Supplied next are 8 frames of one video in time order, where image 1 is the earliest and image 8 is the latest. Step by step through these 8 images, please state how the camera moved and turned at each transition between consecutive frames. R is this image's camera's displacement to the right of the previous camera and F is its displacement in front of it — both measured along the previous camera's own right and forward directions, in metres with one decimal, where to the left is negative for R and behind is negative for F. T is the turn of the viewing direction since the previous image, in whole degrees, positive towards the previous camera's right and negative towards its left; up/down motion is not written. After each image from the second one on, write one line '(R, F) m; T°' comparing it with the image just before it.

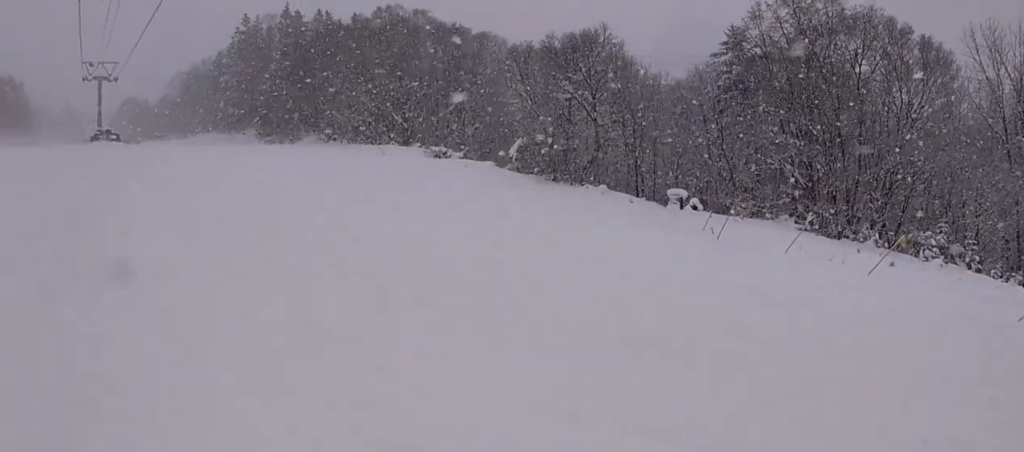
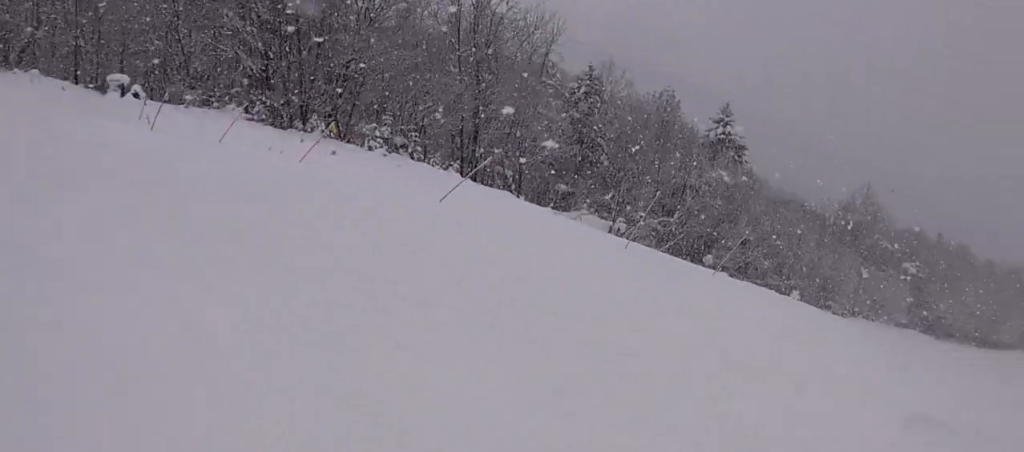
(0.0, +1.3) m; -14°
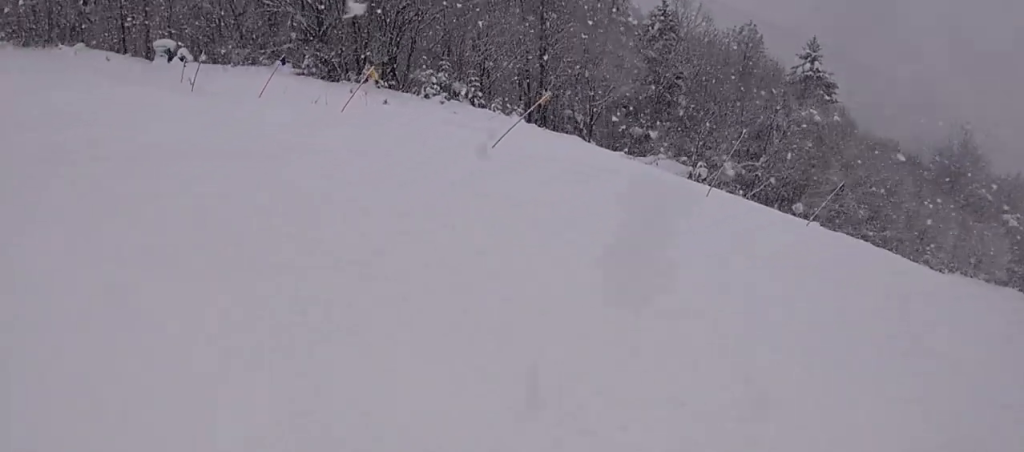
(-0.4, +1.5) m; 0°
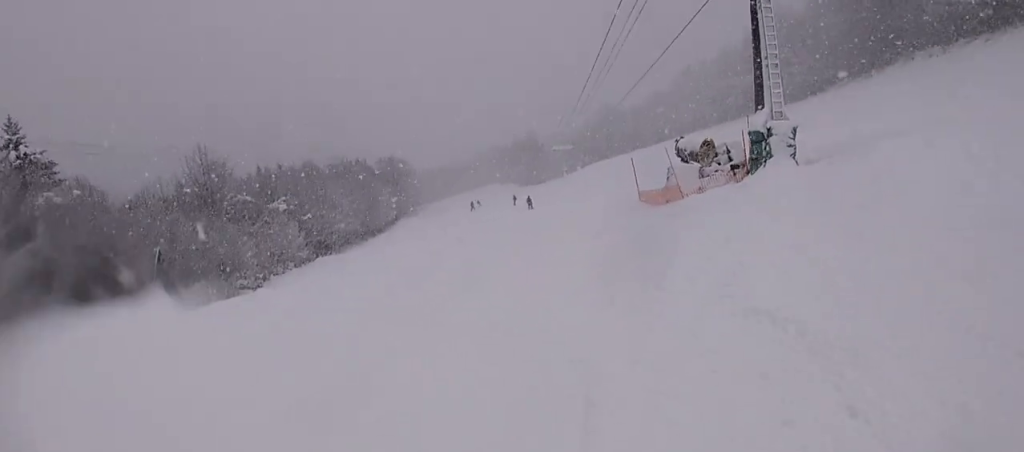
(+3.8, +6.3) m; +67°
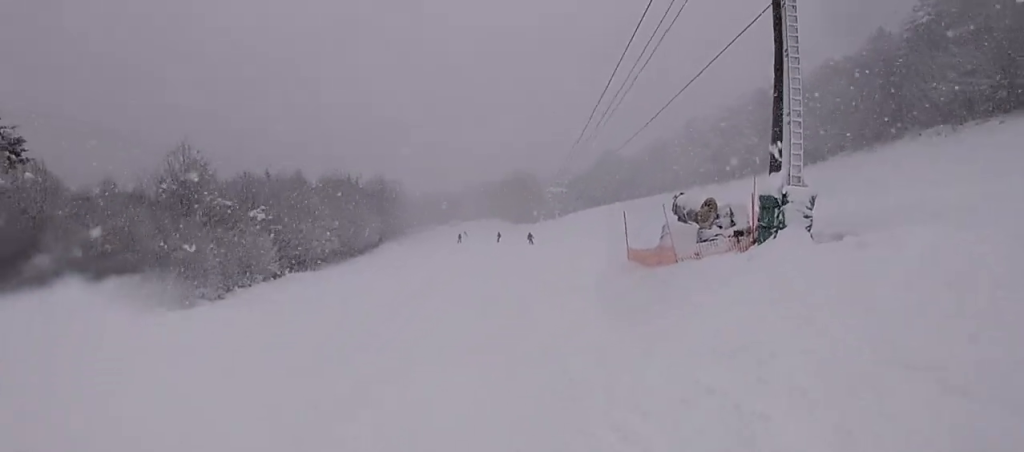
(+0.2, +2.7) m; +4°
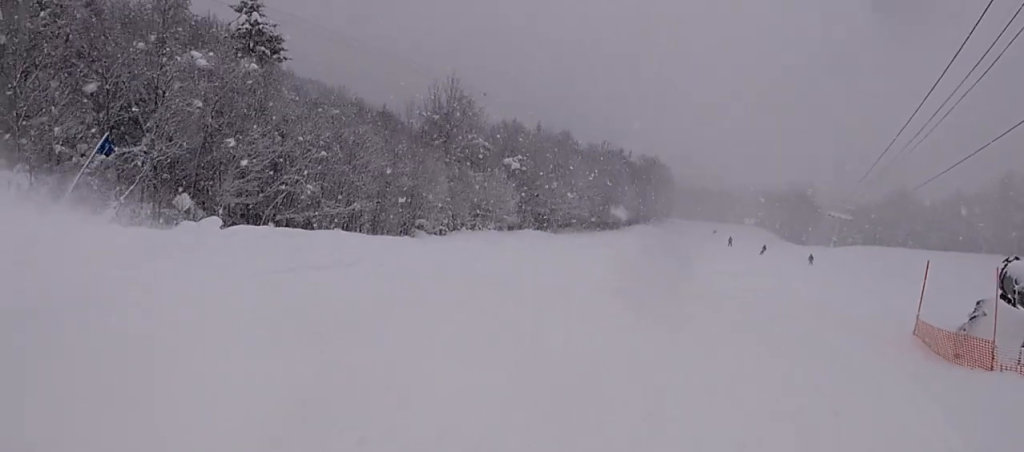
(+0.1, +5.1) m; +8°
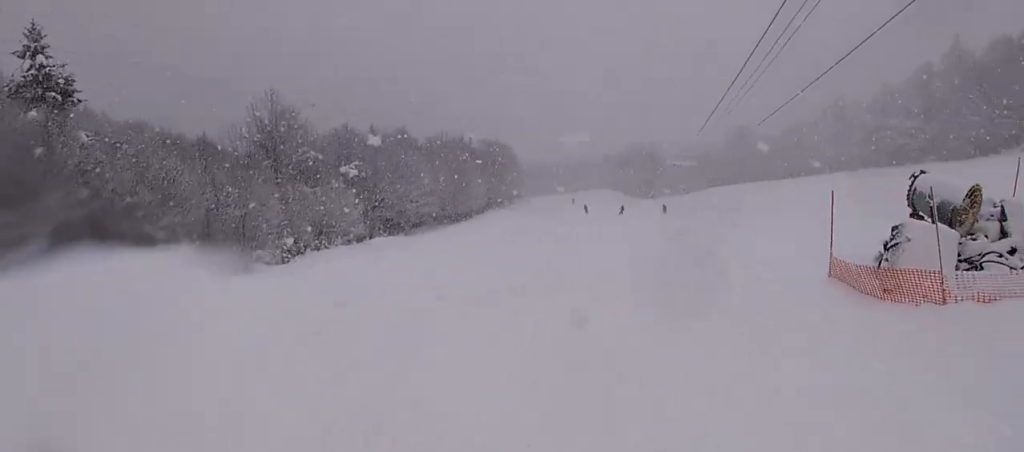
(-0.1, +2.2) m; +10°
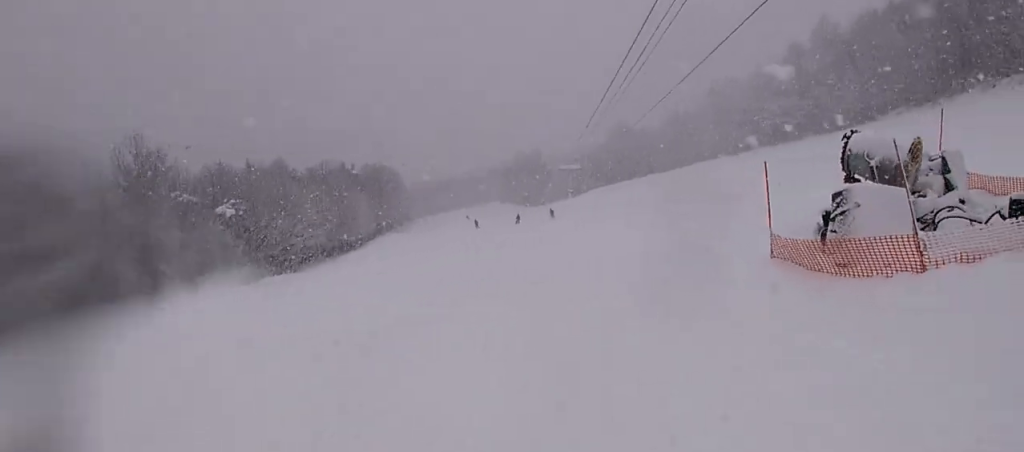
(+0.2, +1.7) m; +2°
